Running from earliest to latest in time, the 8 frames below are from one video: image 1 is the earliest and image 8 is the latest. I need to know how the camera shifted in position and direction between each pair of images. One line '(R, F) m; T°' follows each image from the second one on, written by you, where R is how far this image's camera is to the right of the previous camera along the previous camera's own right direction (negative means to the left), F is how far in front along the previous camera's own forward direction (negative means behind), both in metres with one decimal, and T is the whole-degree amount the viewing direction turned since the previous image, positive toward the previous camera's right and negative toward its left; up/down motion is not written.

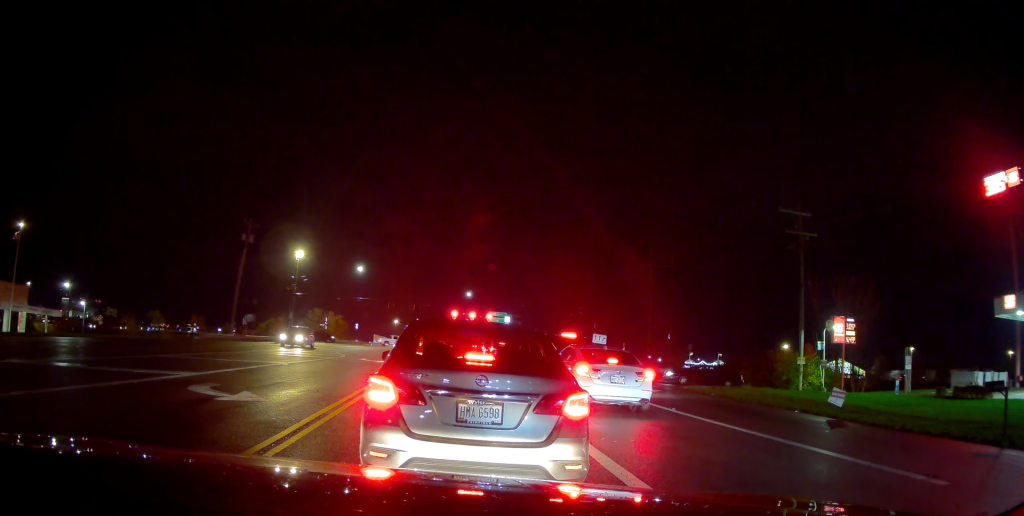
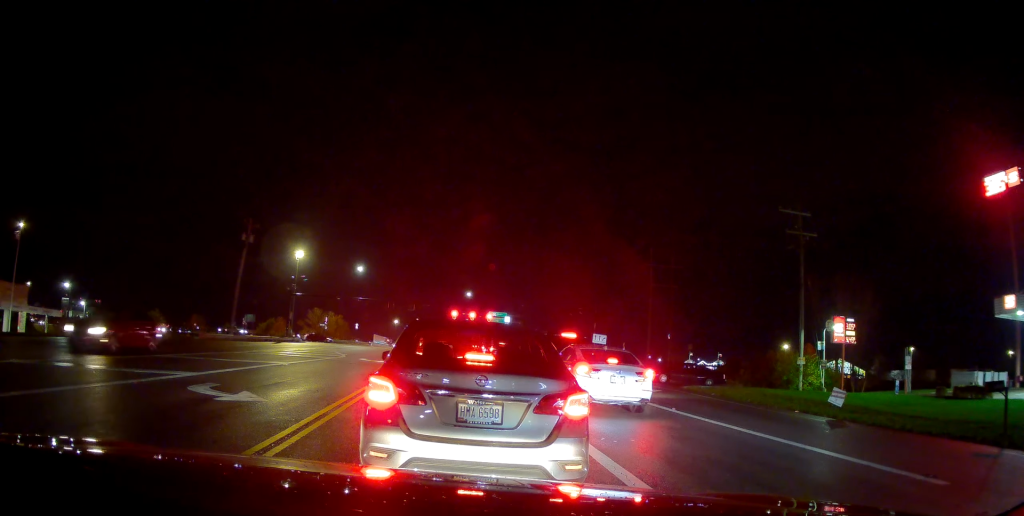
(0.0, 0.0) m; 0°
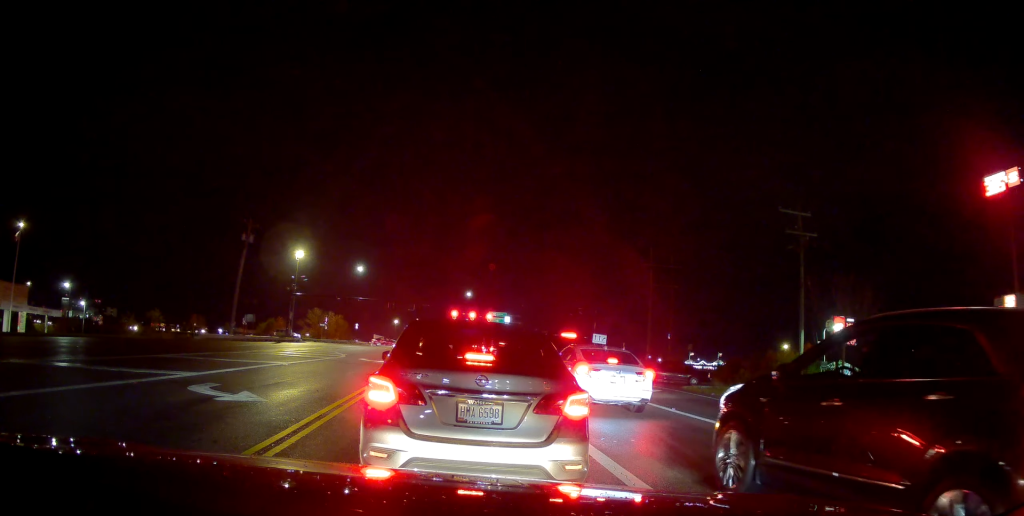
(0.0, 0.0) m; 0°
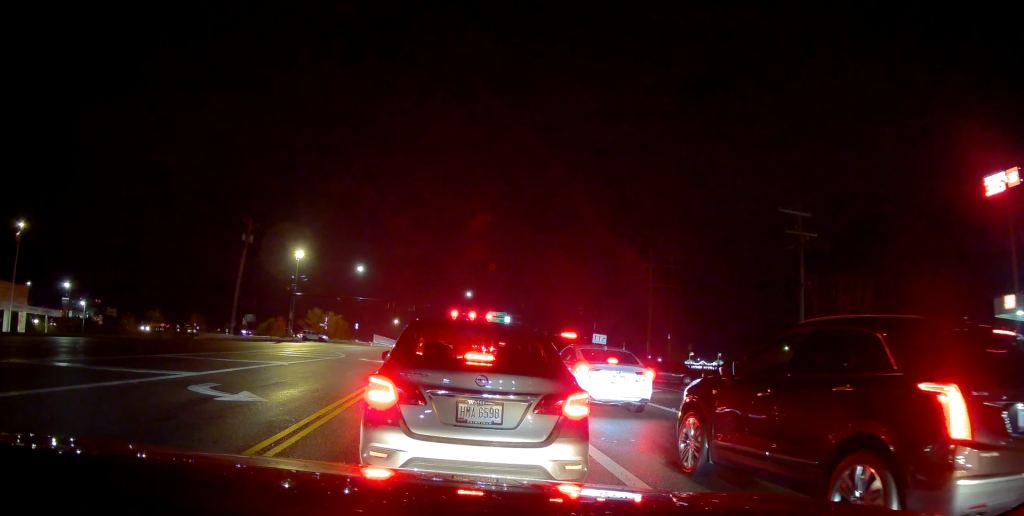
(0.0, 0.0) m; 0°
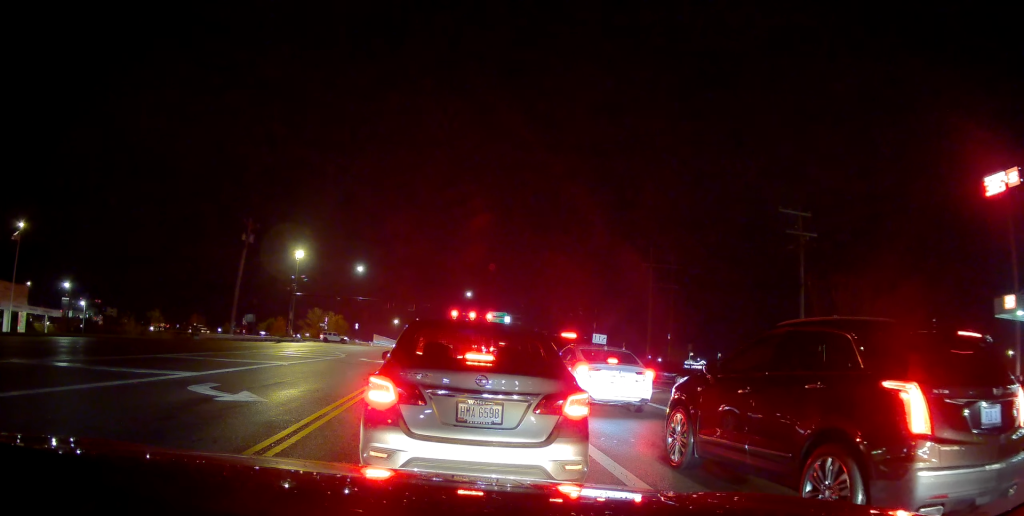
(0.0, 0.0) m; 0°
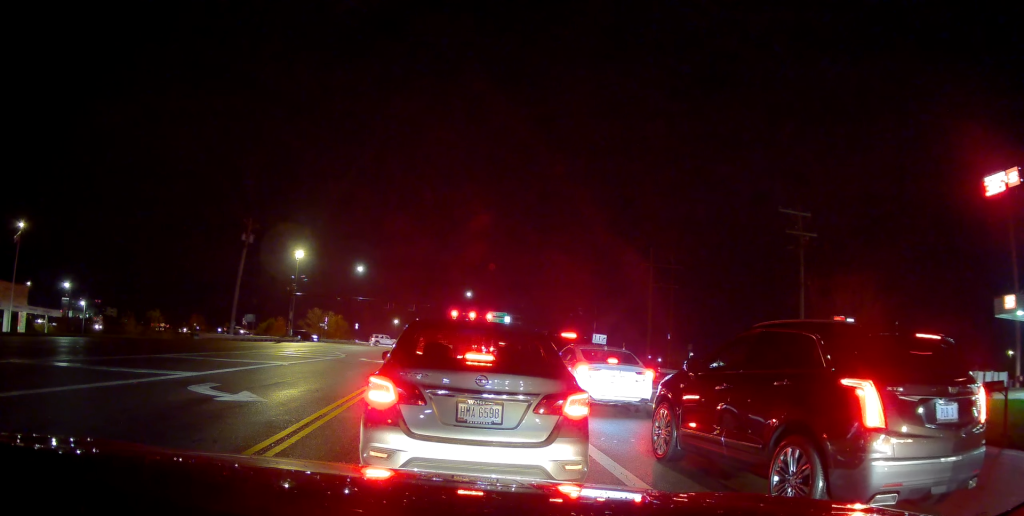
(0.0, 0.0) m; 0°
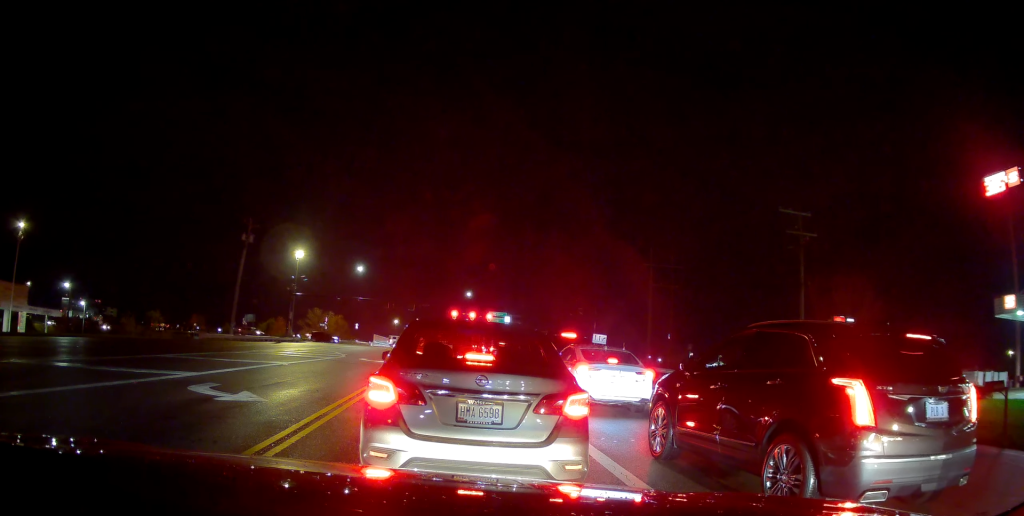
(0.0, 0.0) m; 0°
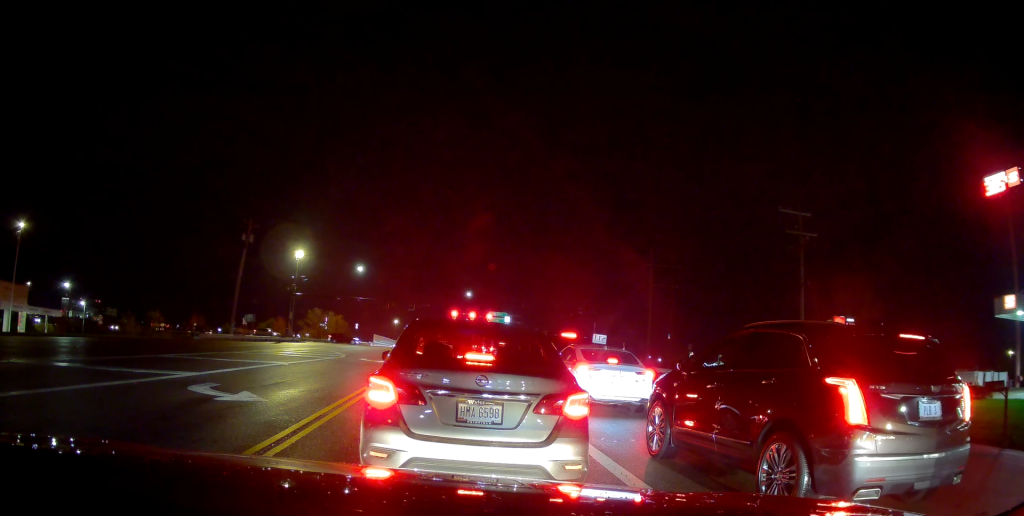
(0.0, 0.0) m; 0°
